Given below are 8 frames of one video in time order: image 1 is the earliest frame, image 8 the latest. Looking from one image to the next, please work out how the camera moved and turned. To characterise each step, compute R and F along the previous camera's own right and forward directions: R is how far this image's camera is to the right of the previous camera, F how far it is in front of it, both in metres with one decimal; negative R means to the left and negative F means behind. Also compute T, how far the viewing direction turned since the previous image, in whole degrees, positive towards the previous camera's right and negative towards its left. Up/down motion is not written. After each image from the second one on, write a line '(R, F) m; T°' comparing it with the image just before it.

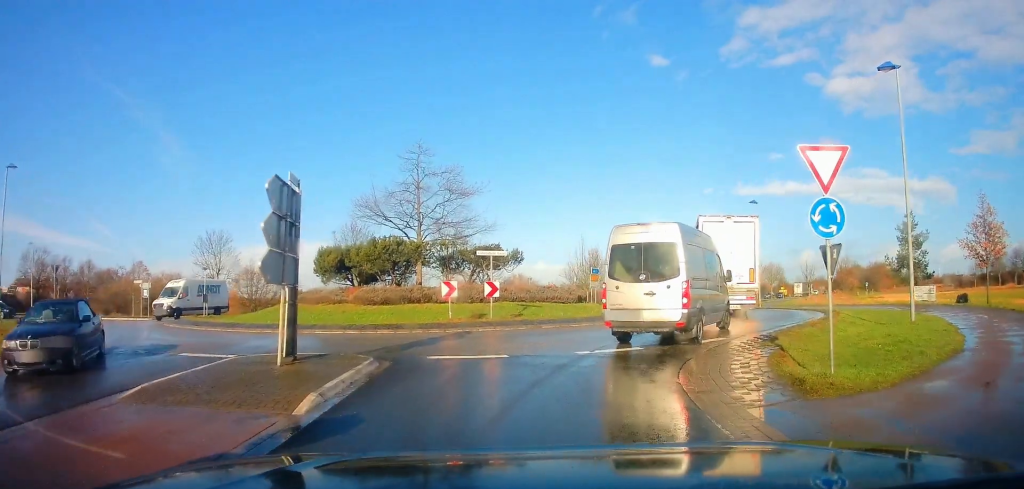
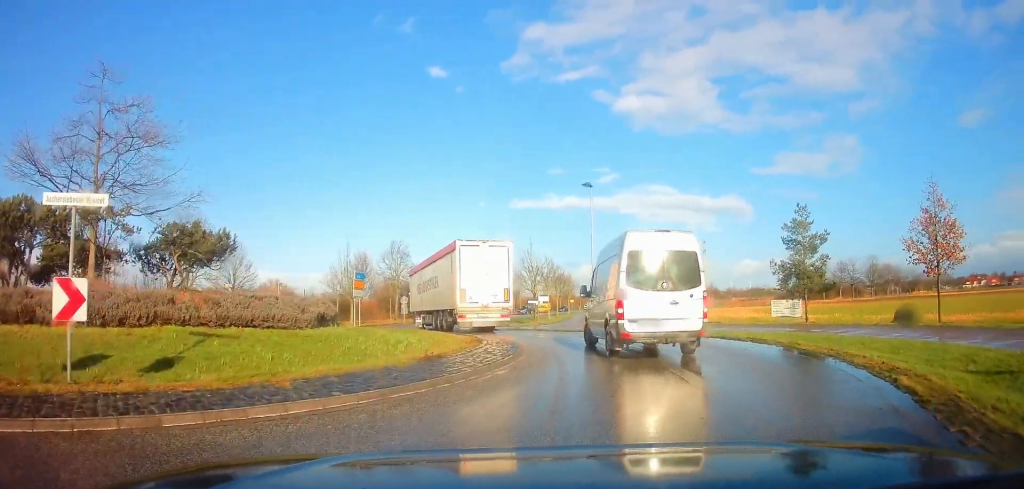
(+2.7, +12.0) m; +29°
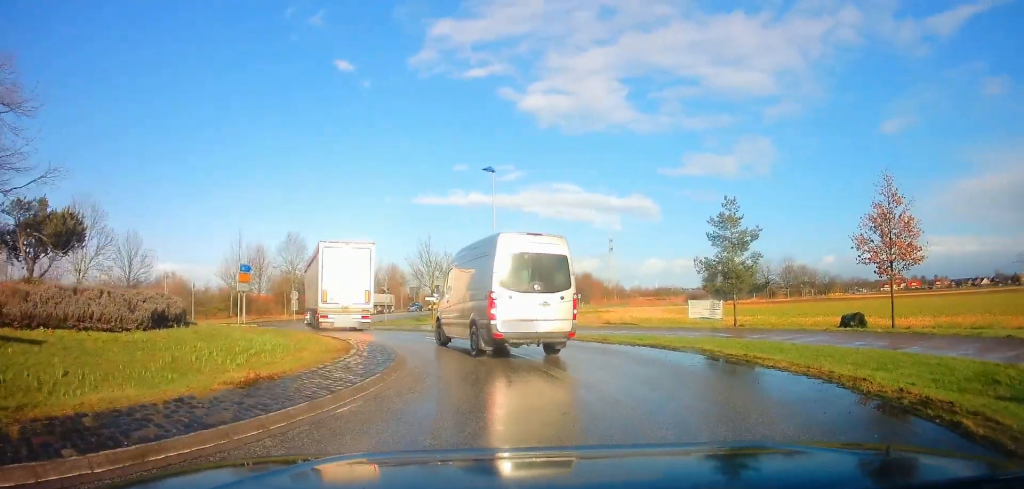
(+0.3, +3.0) m; +6°
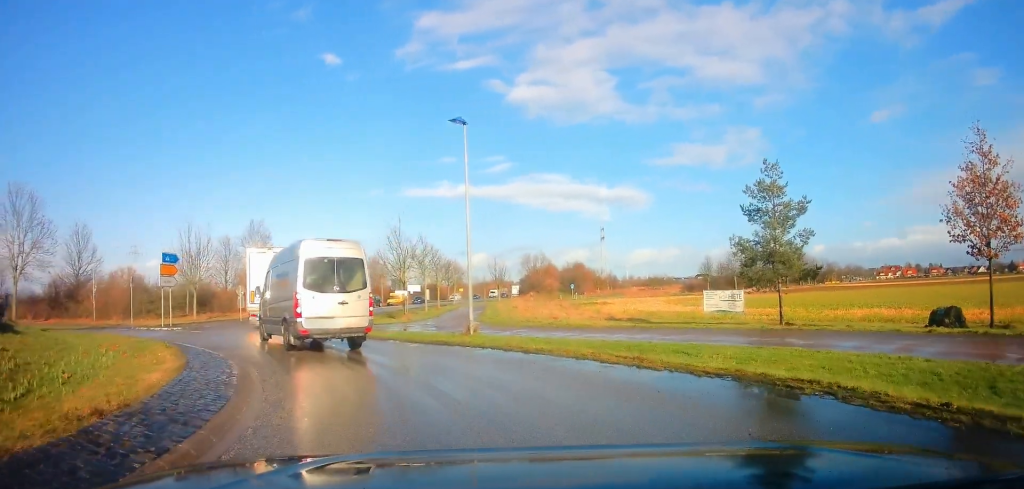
(-0.4, +6.9) m; -13°
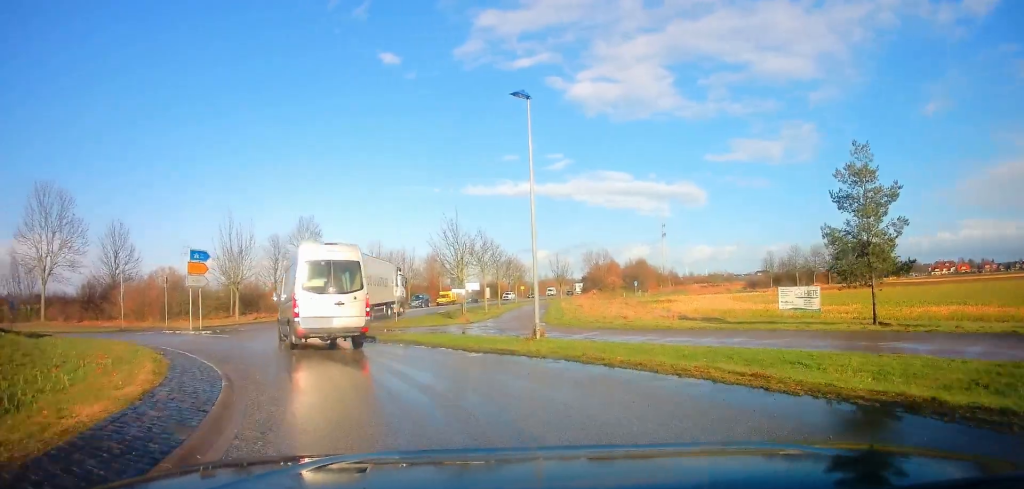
(-0.1, +2.8) m; -9°
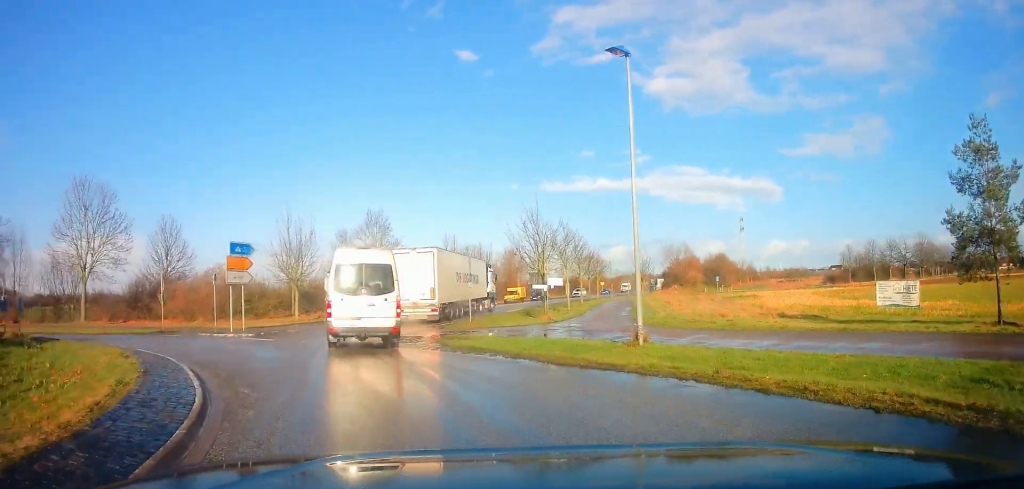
(-0.4, +3.3) m; -8°
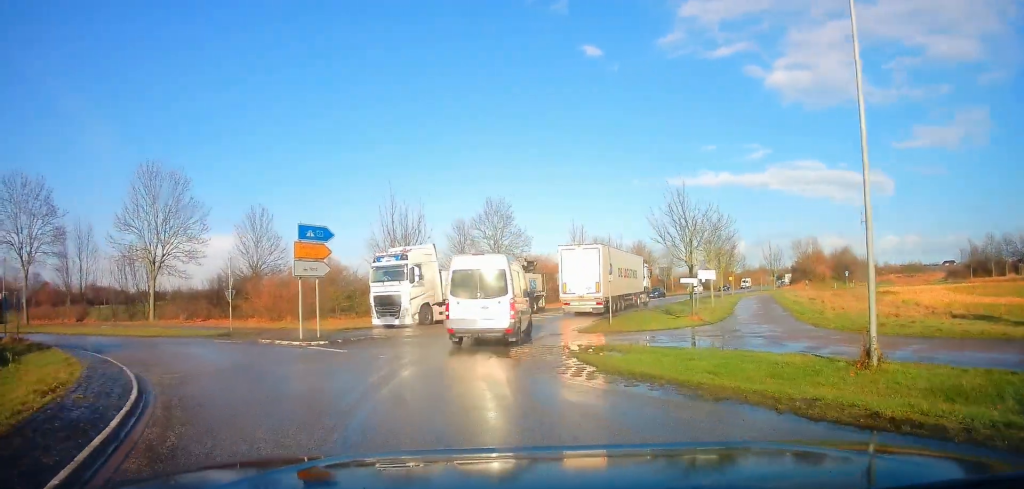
(-0.5, +5.3) m; -7°
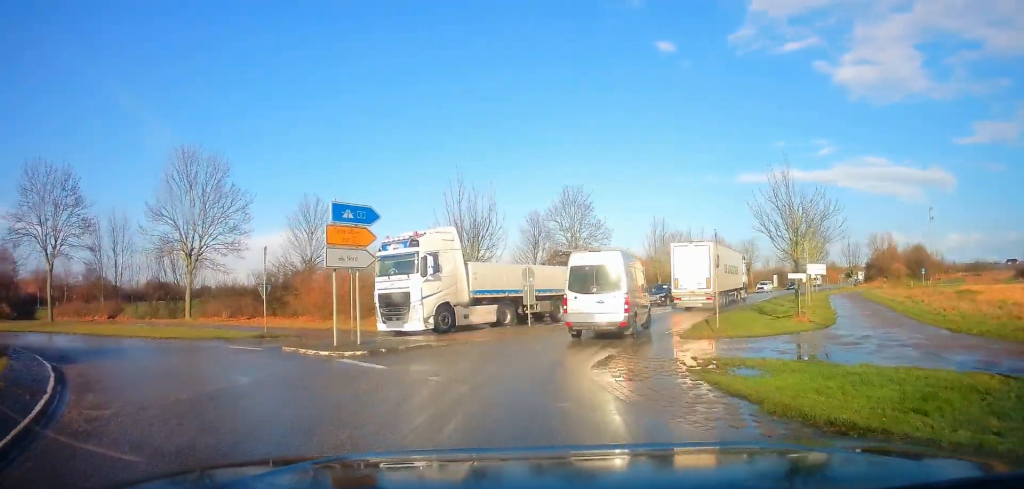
(-0.2, +3.9) m; 0°
